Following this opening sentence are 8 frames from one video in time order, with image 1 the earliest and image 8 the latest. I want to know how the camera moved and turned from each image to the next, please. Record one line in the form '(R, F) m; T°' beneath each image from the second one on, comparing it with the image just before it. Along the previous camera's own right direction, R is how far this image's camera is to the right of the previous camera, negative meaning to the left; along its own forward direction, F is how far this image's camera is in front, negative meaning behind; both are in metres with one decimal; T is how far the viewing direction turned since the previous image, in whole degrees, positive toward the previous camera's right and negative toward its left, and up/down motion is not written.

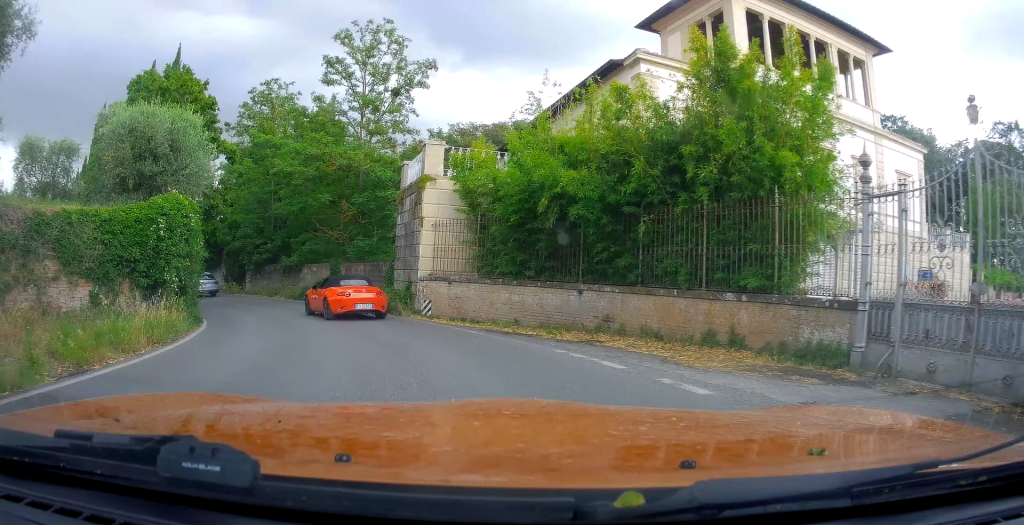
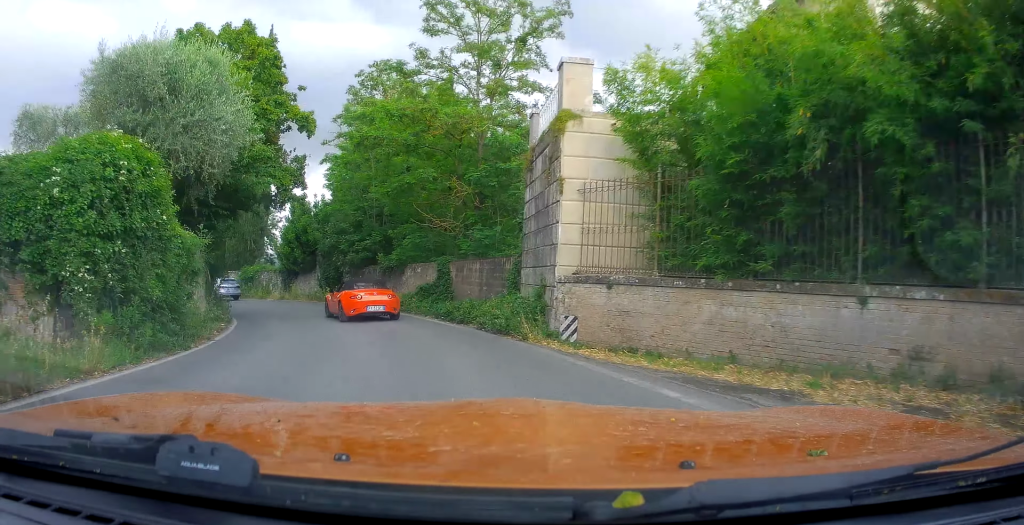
(-0.2, +6.4) m; -11°
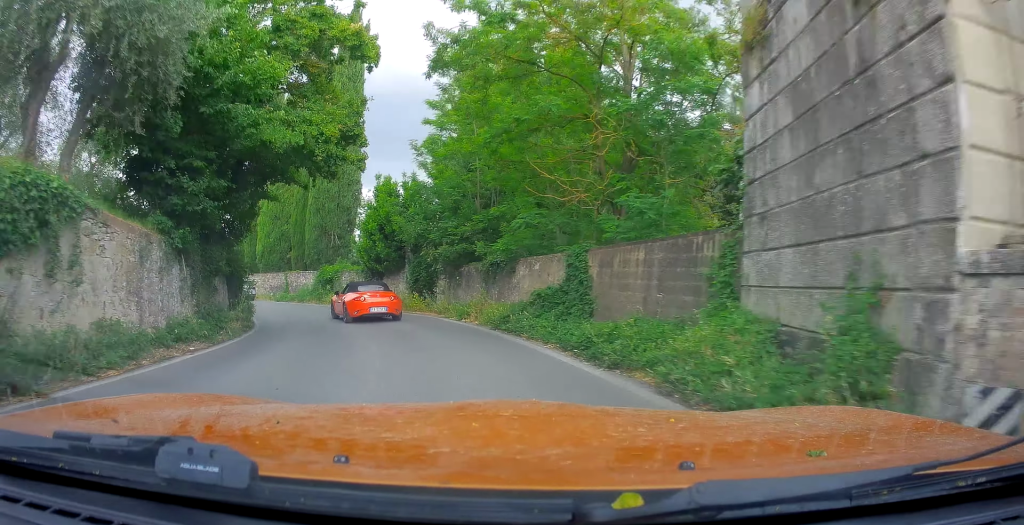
(-0.3, +6.5) m; -21°
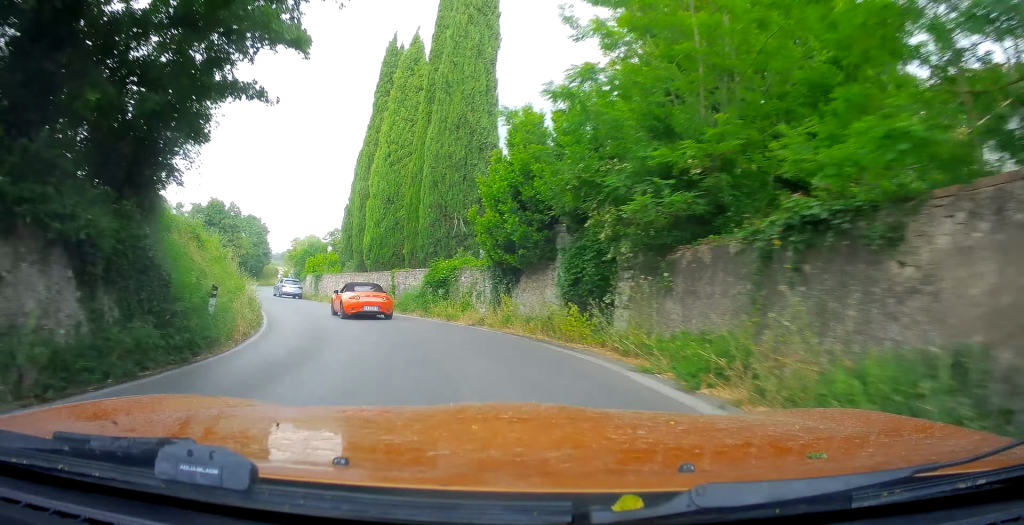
(-2.9, +10.2) m; -12°
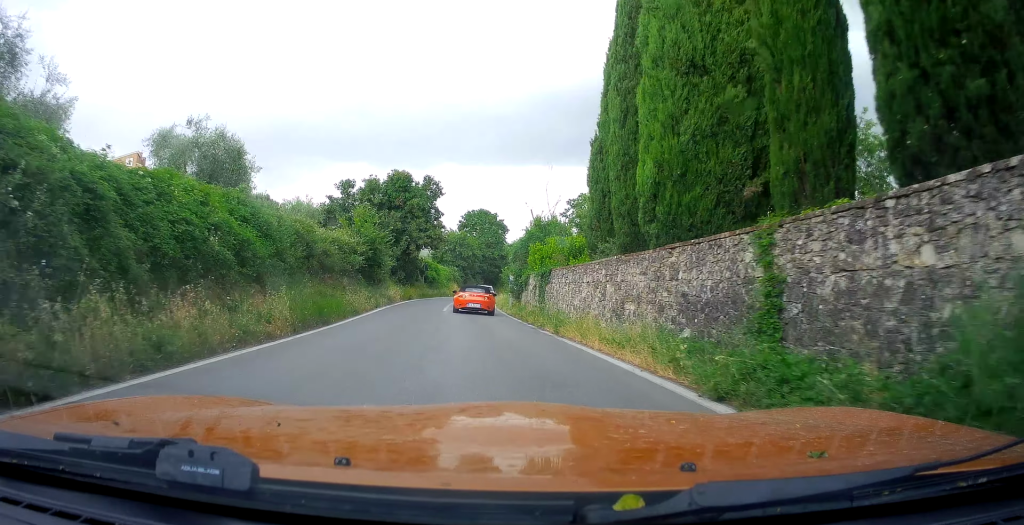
(-3.7, +19.5) m; -26°
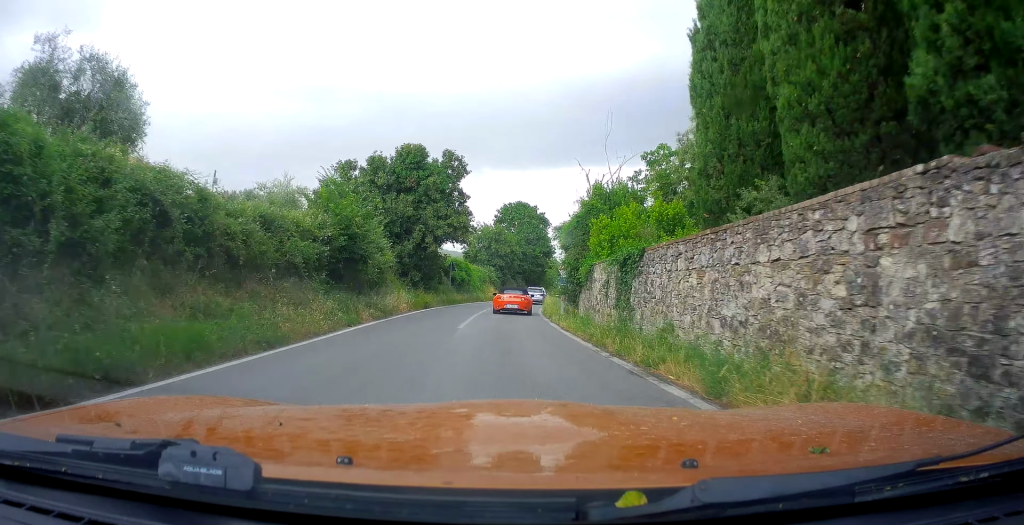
(-0.4, +9.0) m; -3°
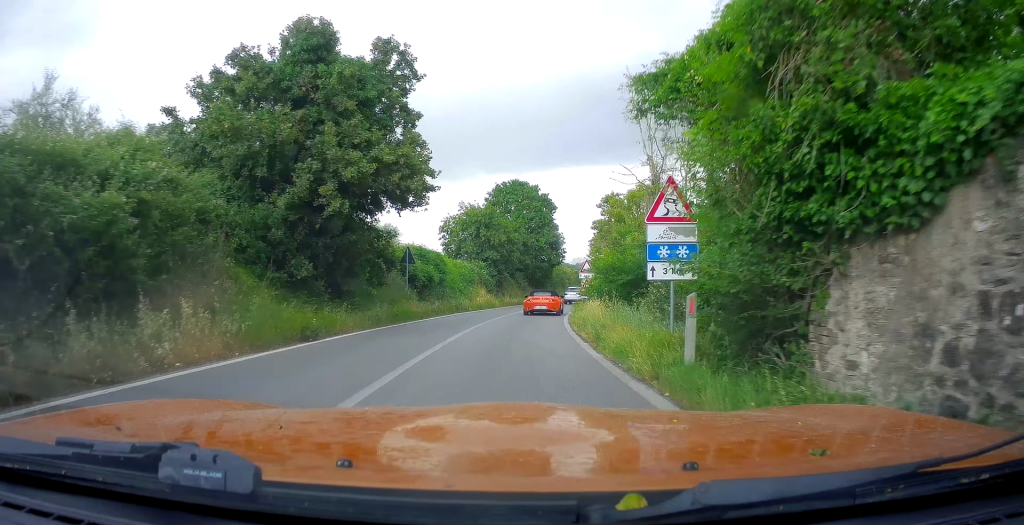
(-0.3, +16.2) m; -2°
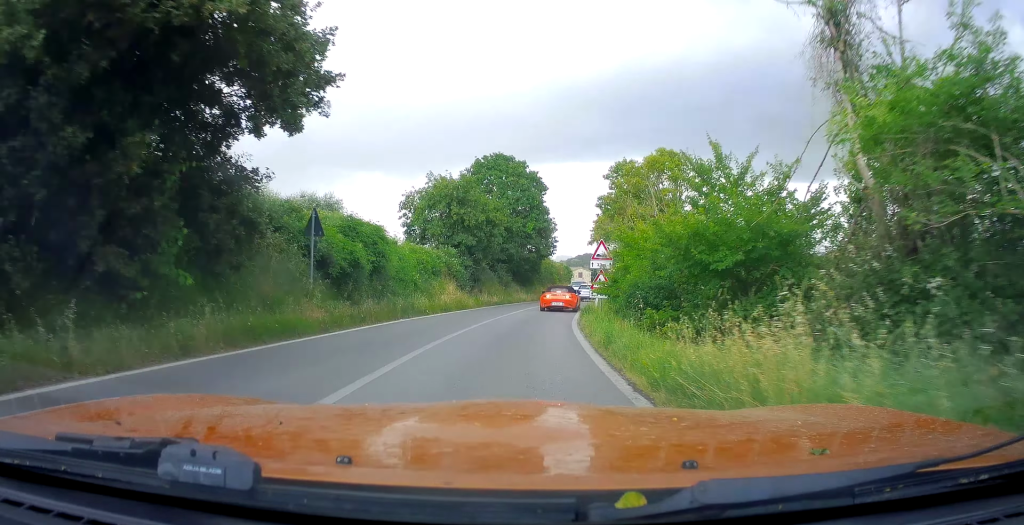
(-0.1, +9.9) m; 0°
